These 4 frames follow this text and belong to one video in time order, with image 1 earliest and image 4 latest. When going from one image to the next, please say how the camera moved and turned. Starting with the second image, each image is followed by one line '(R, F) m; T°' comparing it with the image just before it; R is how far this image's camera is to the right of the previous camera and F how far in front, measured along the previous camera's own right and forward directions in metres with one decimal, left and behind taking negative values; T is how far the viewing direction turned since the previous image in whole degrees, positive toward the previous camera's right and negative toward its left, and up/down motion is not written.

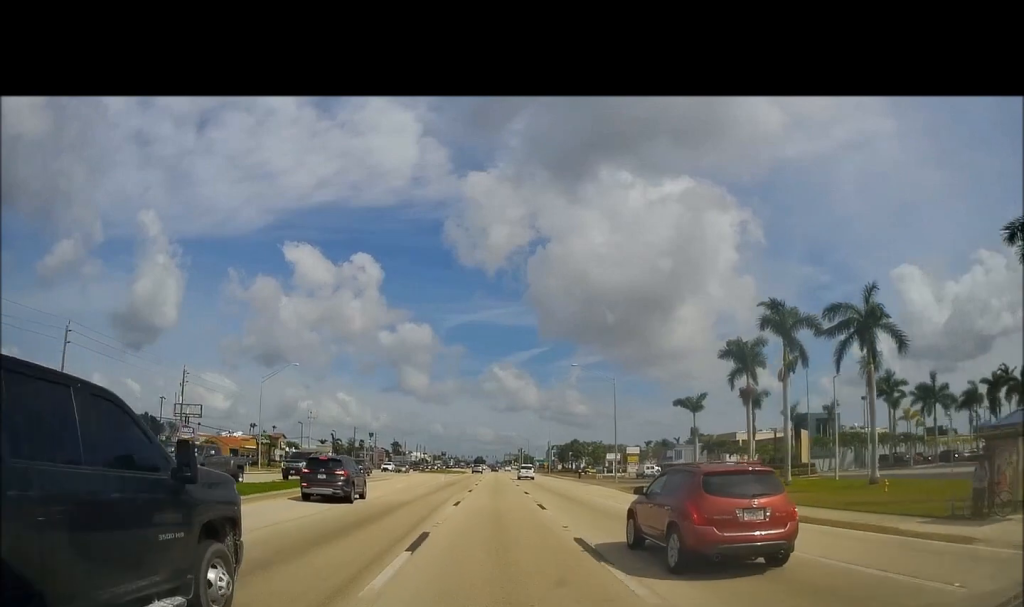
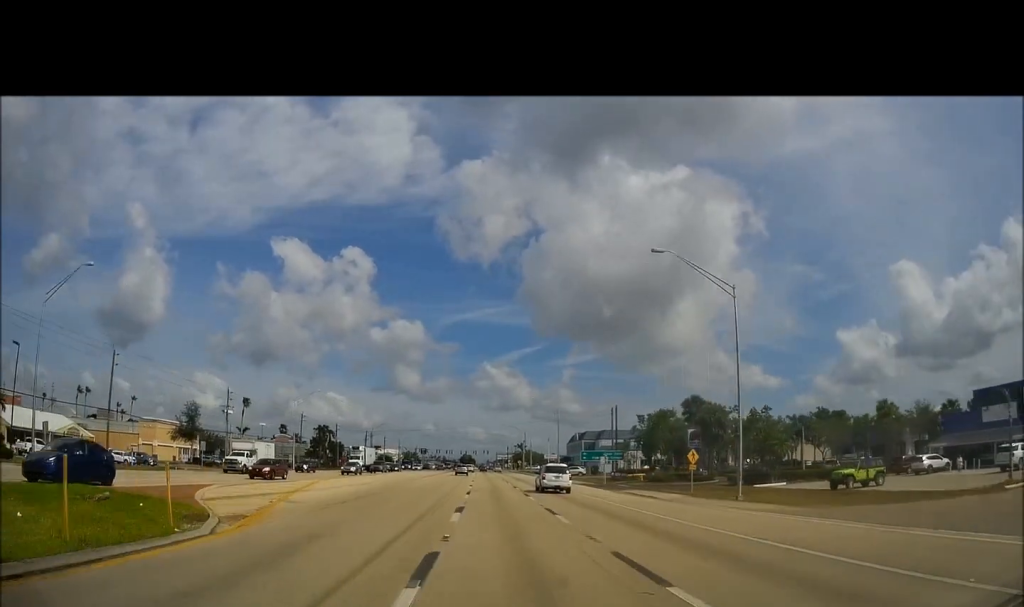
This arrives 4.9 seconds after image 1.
(+0.4, +114.0) m; 0°
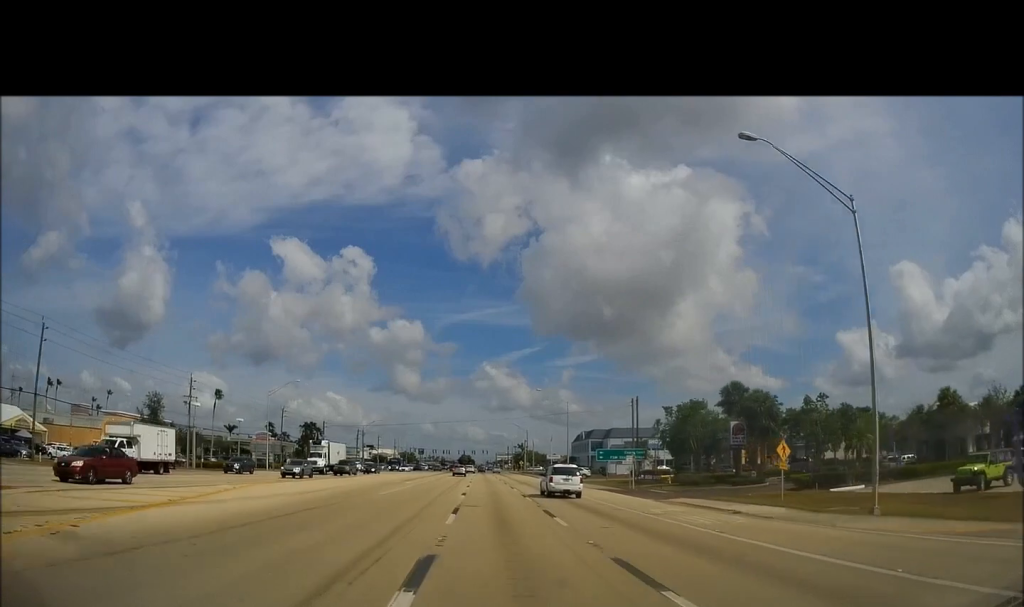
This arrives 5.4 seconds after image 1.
(-0.2, +12.7) m; -1°
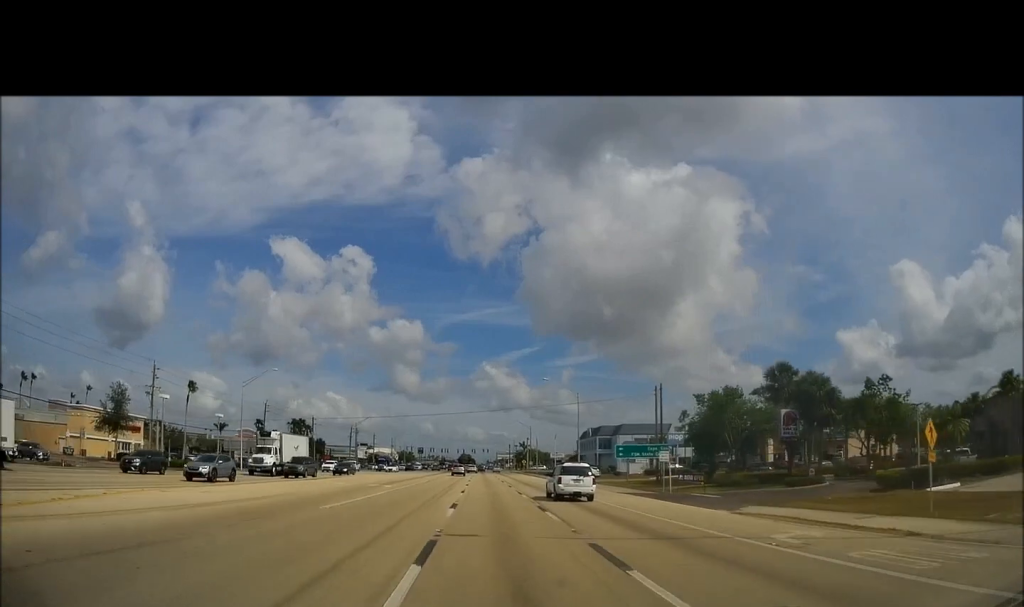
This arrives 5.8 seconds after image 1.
(-0.1, +10.4) m; -1°
